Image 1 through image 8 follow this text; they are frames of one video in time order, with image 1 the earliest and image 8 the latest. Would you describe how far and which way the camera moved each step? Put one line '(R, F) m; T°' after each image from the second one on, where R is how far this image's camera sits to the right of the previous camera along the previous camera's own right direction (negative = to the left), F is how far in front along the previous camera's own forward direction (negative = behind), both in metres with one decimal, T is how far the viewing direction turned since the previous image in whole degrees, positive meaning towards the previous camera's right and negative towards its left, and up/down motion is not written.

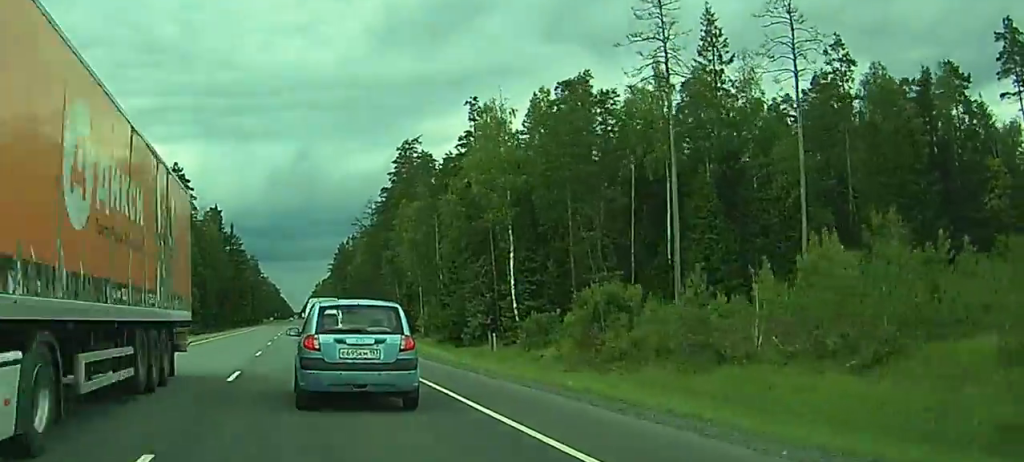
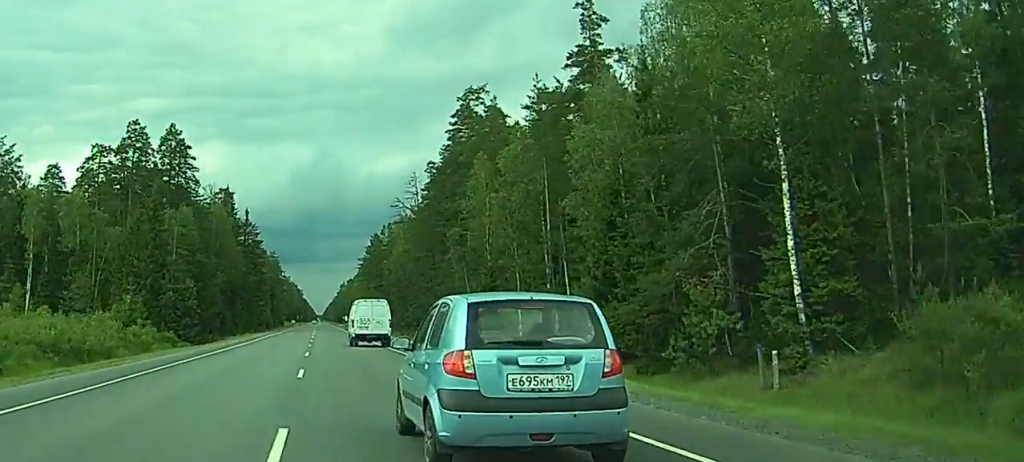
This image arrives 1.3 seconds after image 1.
(0.0, +34.2) m; 0°
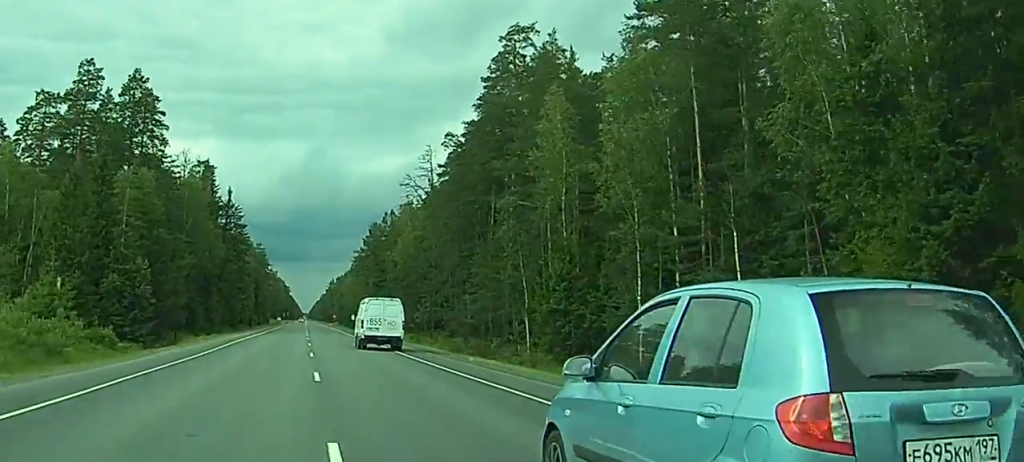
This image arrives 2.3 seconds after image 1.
(0.0, +24.9) m; 0°
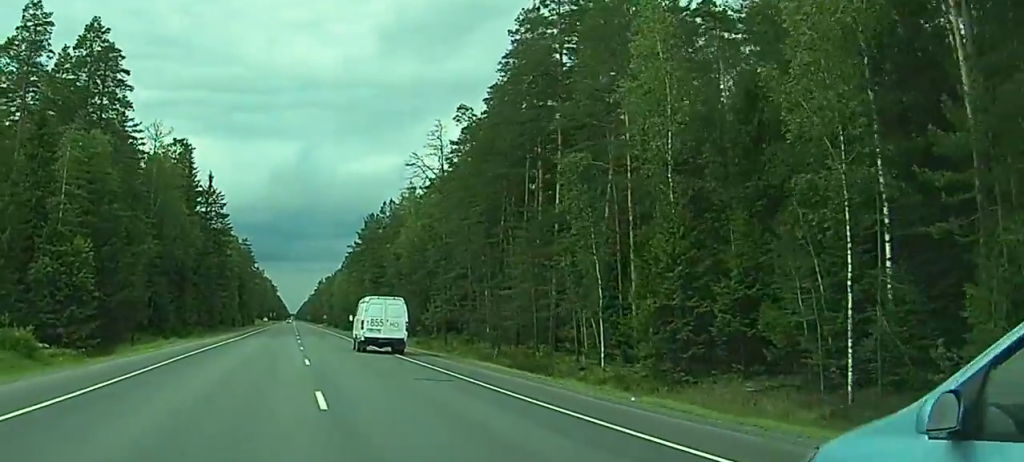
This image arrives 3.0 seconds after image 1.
(0.0, +17.3) m; 0°
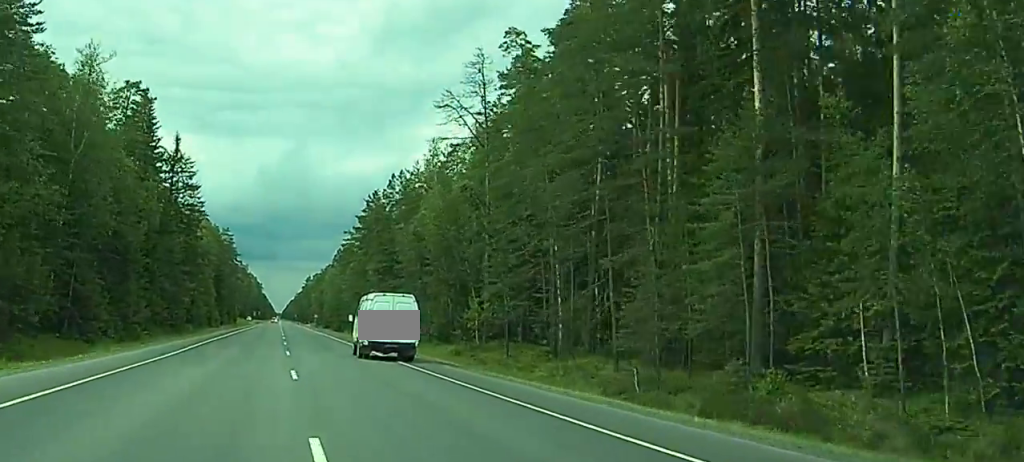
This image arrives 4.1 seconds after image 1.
(+0.1, +29.7) m; 0°
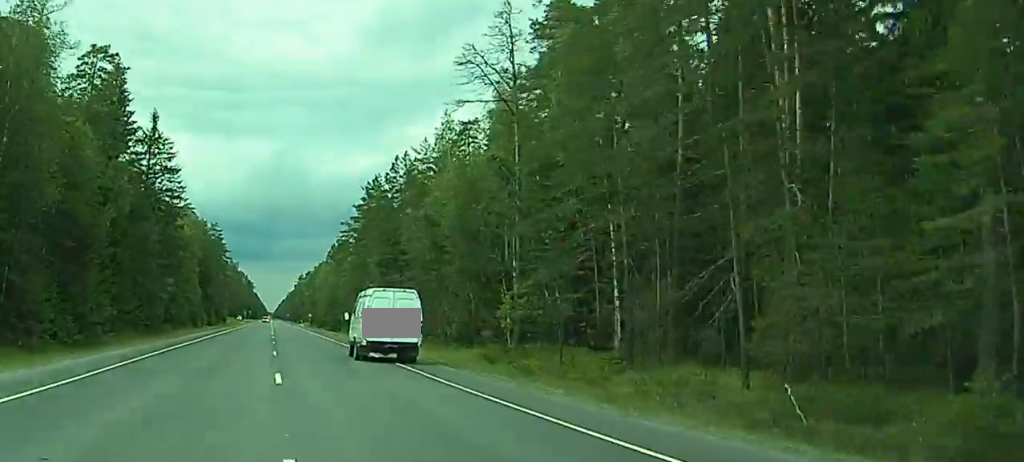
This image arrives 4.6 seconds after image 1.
(+0.1, +13.2) m; 0°
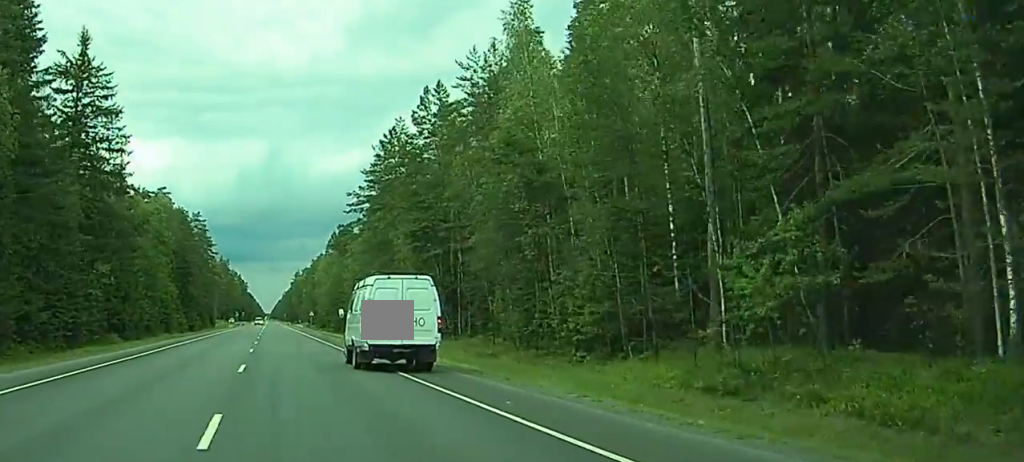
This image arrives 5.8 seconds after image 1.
(+0.1, +32.3) m; 0°
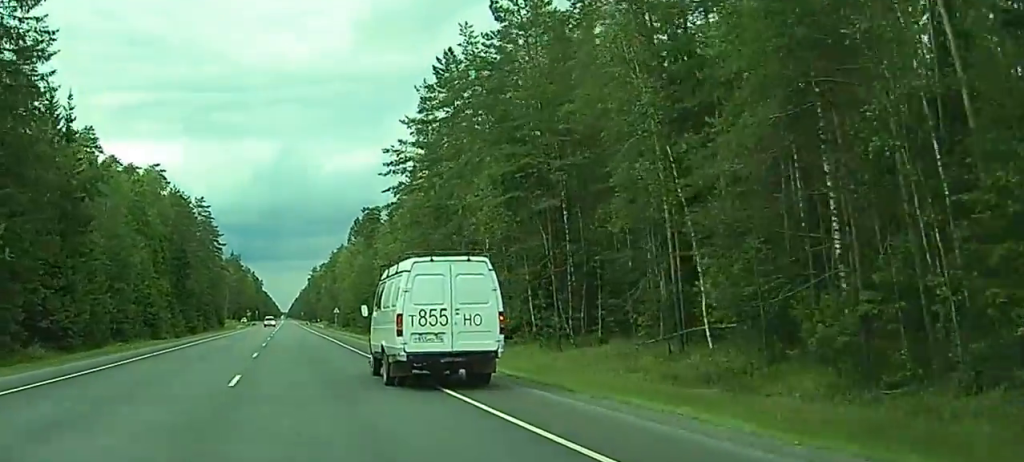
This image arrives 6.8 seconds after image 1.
(+0.1, +28.2) m; 0°
